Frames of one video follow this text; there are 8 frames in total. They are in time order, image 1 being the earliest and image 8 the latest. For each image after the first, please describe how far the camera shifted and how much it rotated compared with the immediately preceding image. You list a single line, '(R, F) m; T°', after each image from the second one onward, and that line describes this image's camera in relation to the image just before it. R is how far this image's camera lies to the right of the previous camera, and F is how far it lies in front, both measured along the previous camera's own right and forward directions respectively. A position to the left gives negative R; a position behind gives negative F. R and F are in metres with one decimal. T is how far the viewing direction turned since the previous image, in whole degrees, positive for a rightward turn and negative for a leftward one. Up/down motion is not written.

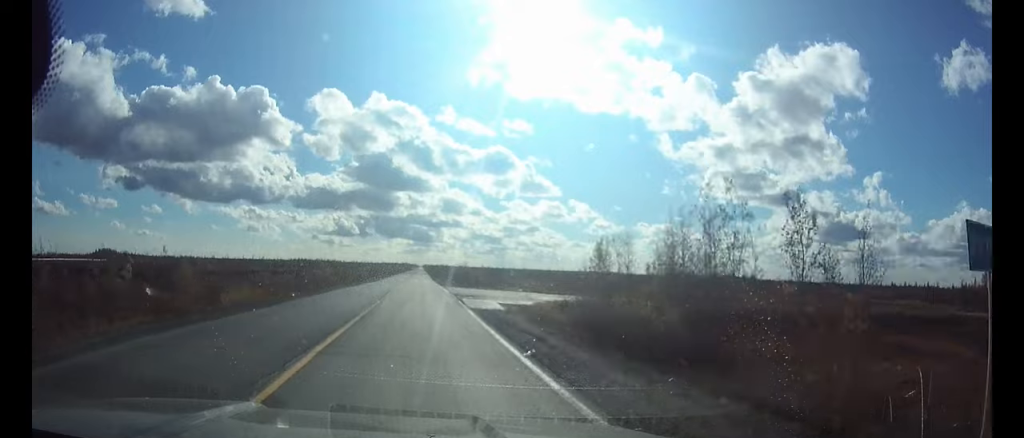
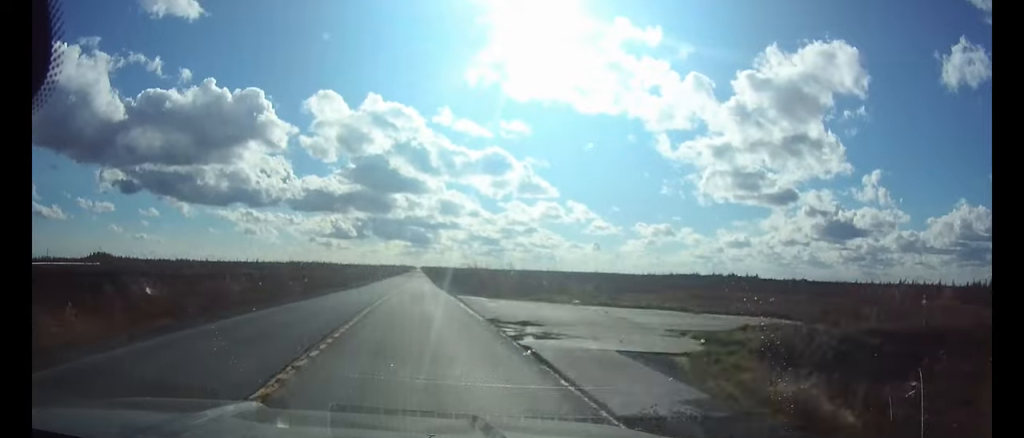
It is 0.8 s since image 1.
(0.0, +19.4) m; 0°
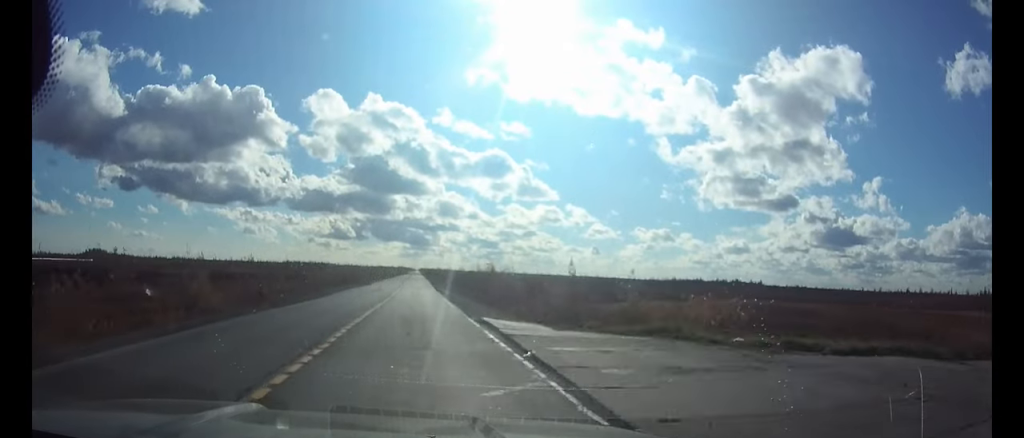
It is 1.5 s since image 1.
(0.0, +18.1) m; 0°
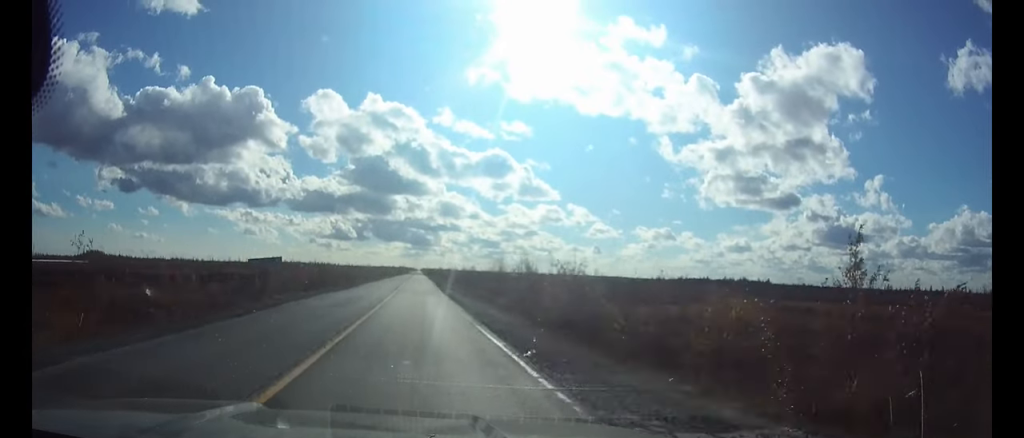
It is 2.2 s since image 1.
(0.0, +17.3) m; 0°
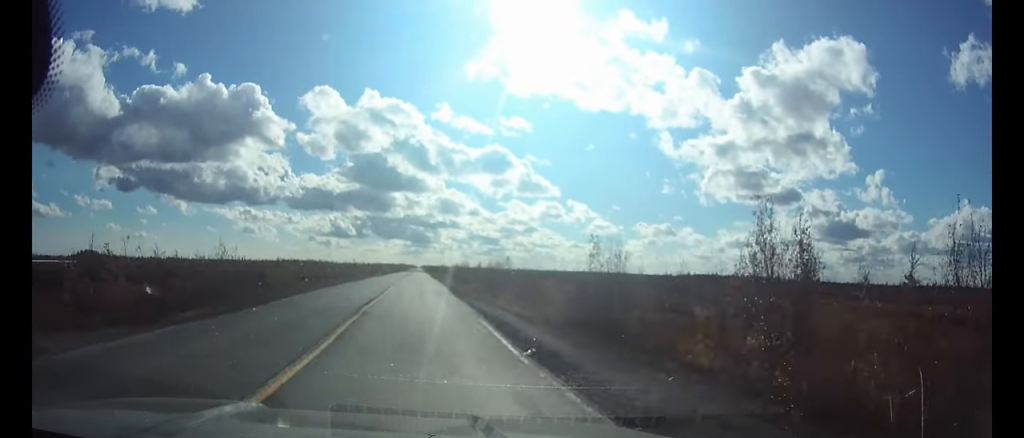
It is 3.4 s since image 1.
(0.0, +30.3) m; 0°
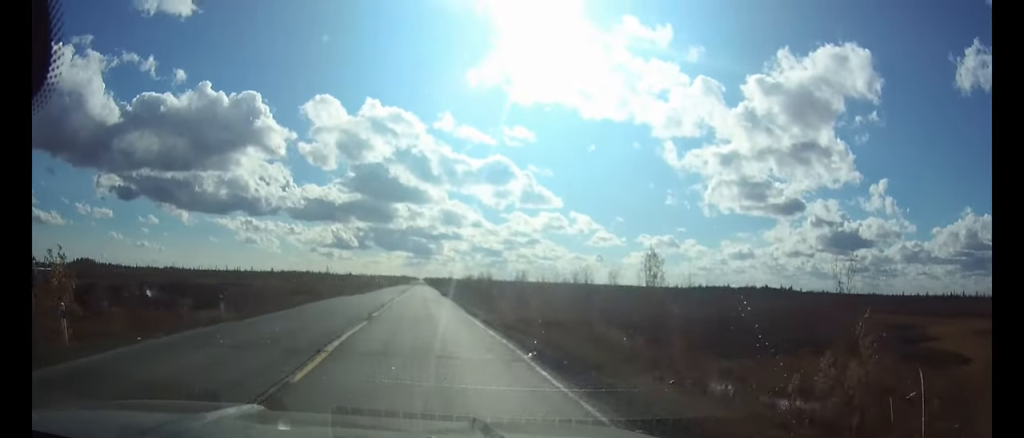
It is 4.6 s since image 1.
(0.0, +30.1) m; 0°
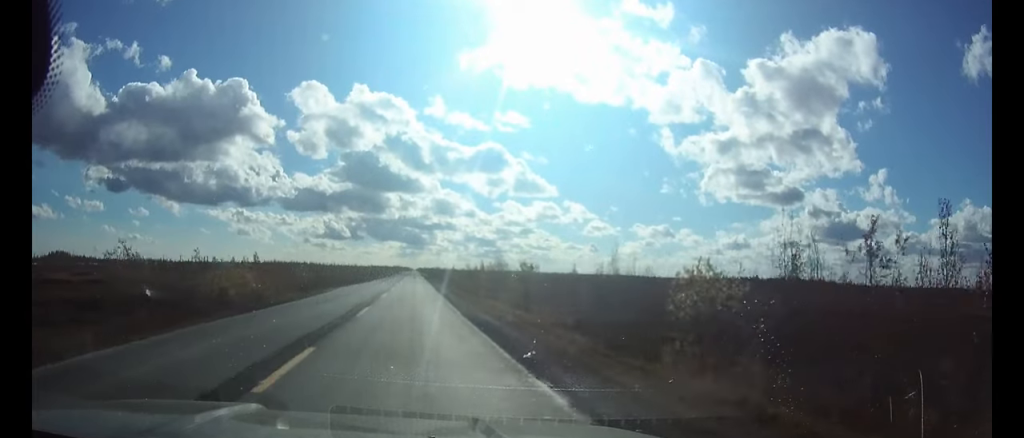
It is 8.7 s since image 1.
(+0.3, +101.4) m; 0°
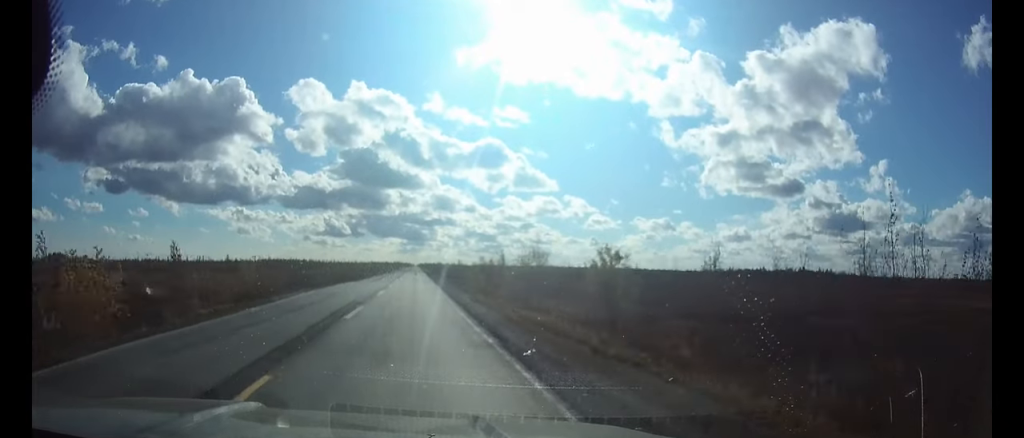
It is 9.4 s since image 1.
(-0.1, +15.4) m; 0°
